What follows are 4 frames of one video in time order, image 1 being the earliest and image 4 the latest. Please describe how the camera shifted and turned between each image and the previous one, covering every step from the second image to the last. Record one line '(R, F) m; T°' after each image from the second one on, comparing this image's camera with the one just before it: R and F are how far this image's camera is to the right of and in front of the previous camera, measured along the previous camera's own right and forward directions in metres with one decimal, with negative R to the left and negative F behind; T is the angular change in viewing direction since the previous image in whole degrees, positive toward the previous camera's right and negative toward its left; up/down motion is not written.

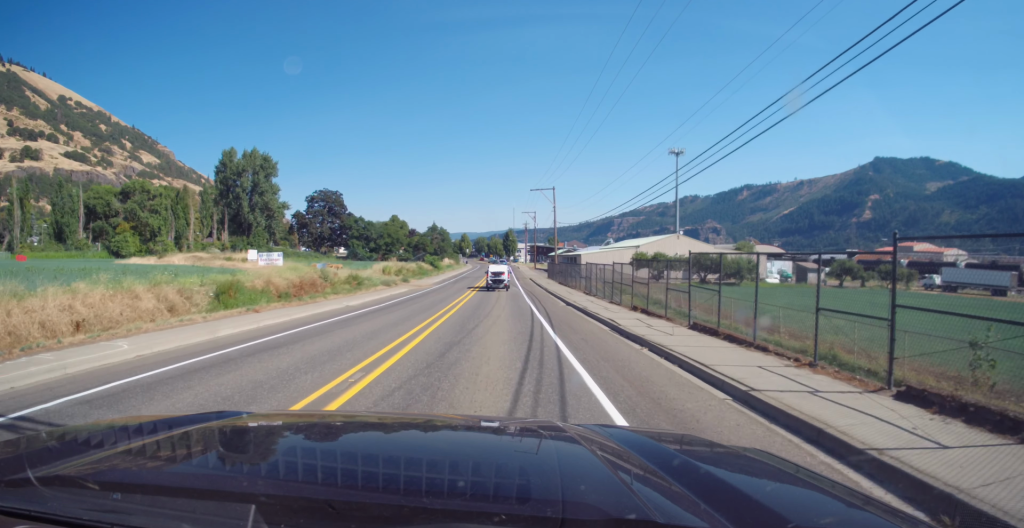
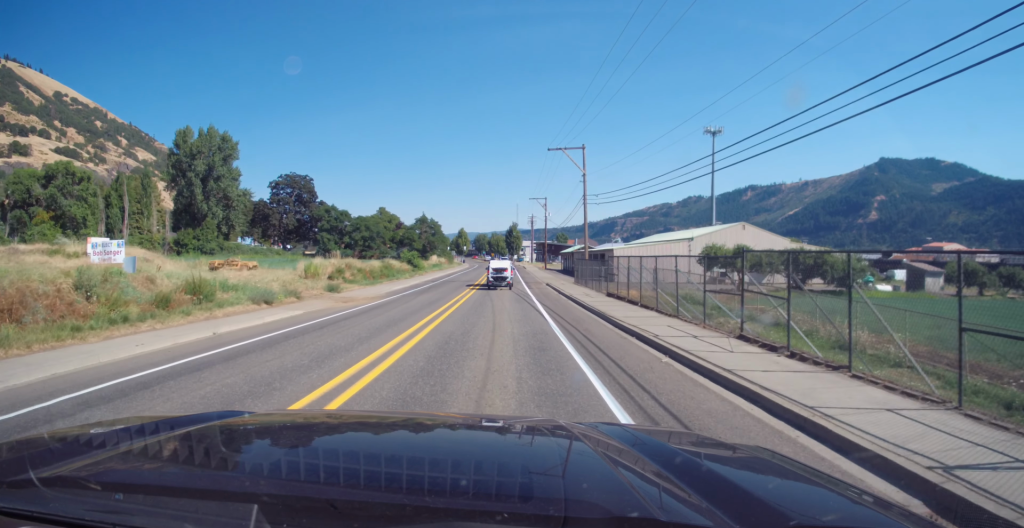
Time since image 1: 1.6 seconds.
(-0.5, +27.1) m; -2°
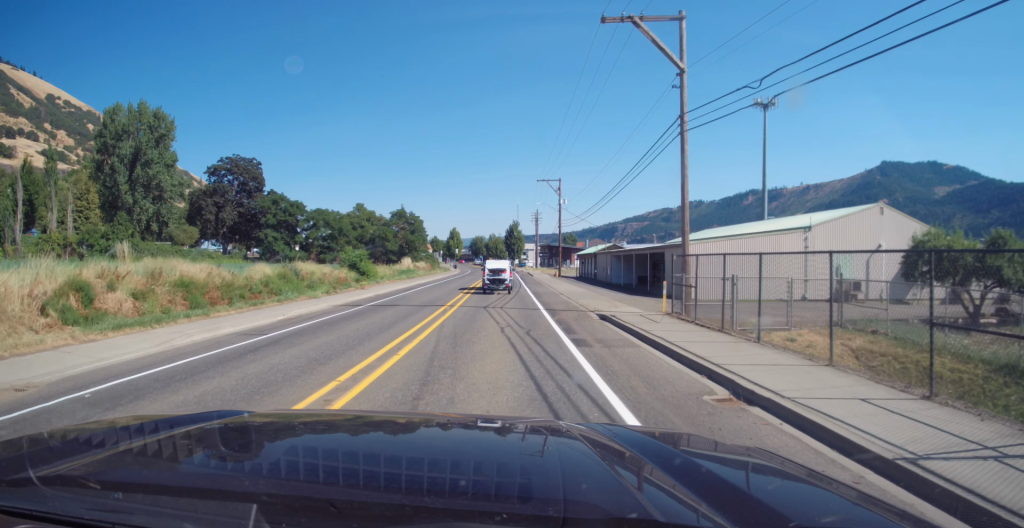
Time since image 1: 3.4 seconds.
(+0.7, +29.0) m; +2°
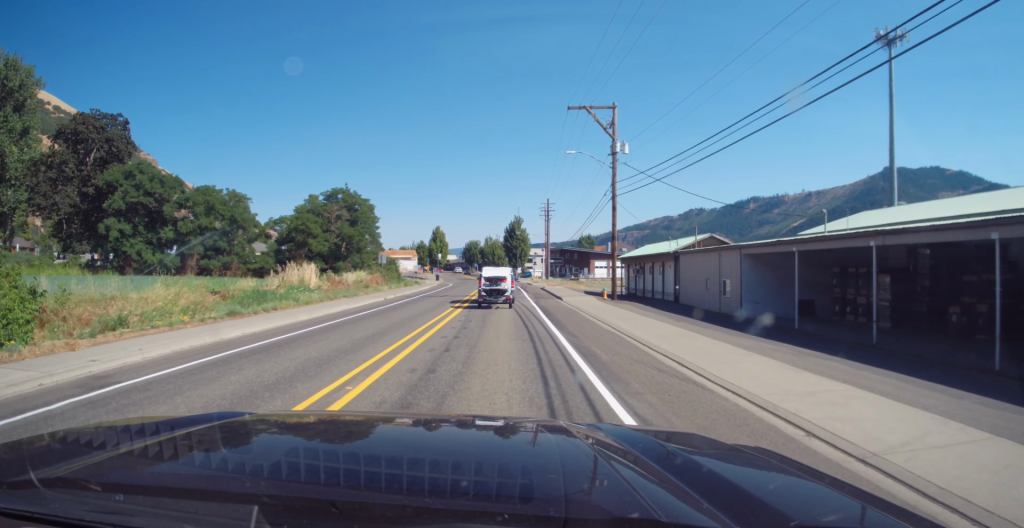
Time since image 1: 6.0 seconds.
(-0.7, +40.8) m; -1°
